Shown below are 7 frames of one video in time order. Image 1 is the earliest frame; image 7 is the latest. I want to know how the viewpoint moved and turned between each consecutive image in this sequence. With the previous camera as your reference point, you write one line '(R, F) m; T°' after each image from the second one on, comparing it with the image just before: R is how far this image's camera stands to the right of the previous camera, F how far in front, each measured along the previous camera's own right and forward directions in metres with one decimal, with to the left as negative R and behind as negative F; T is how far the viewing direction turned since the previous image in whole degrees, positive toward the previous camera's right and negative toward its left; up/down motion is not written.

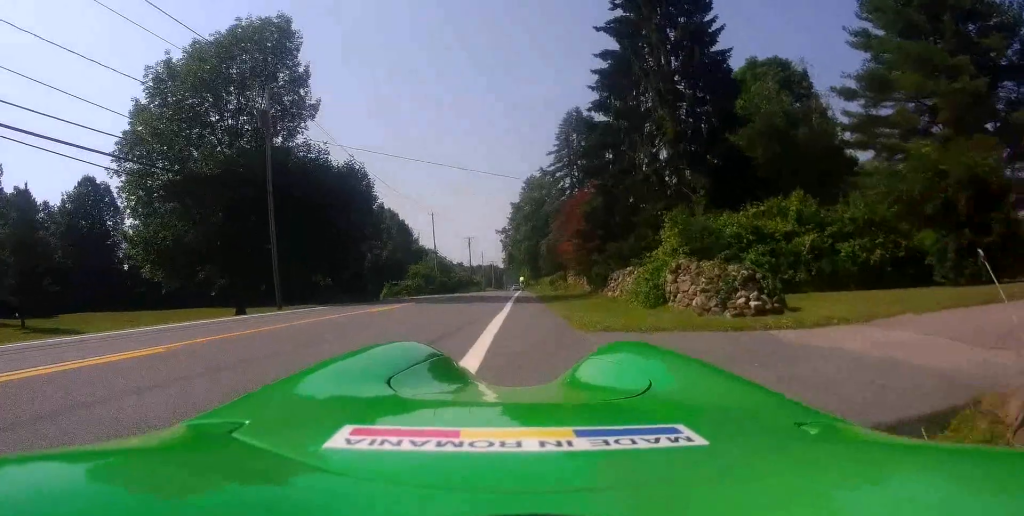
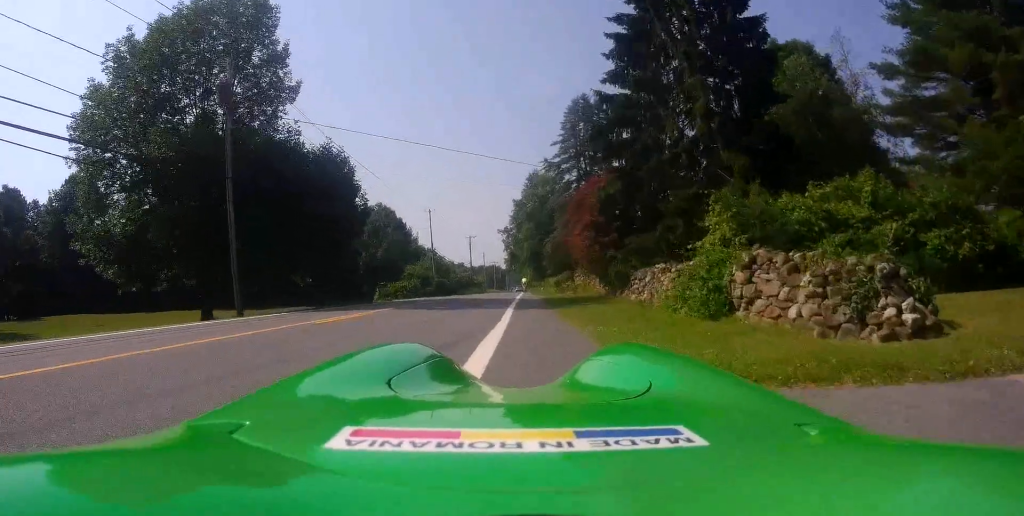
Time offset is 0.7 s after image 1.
(0.0, +4.3) m; +1°
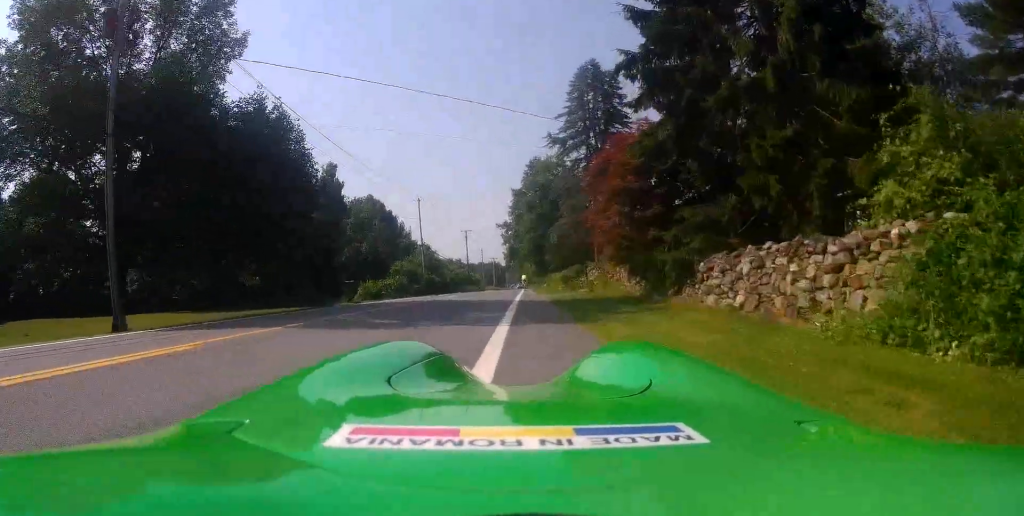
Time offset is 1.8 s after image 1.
(+0.1, +7.7) m; -3°
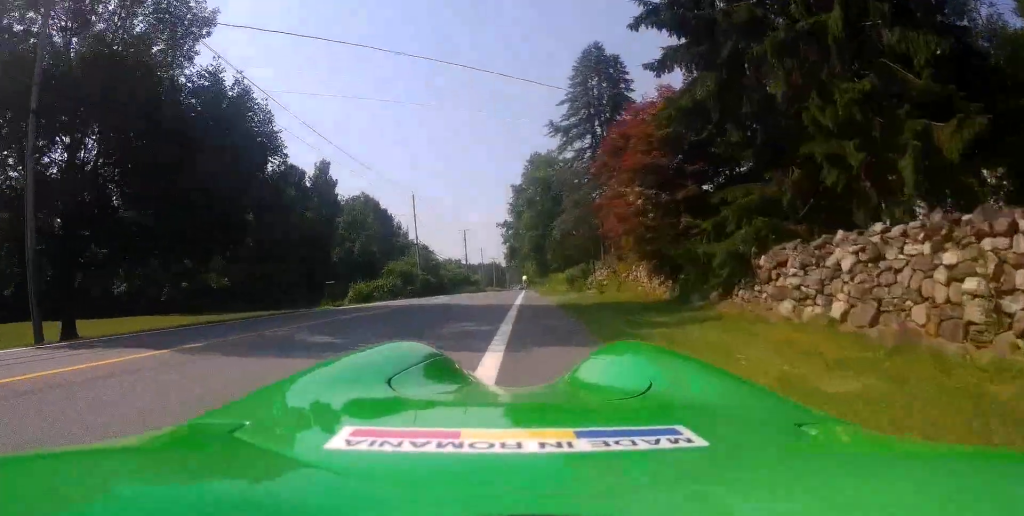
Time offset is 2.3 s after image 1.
(0.0, +3.4) m; -3°
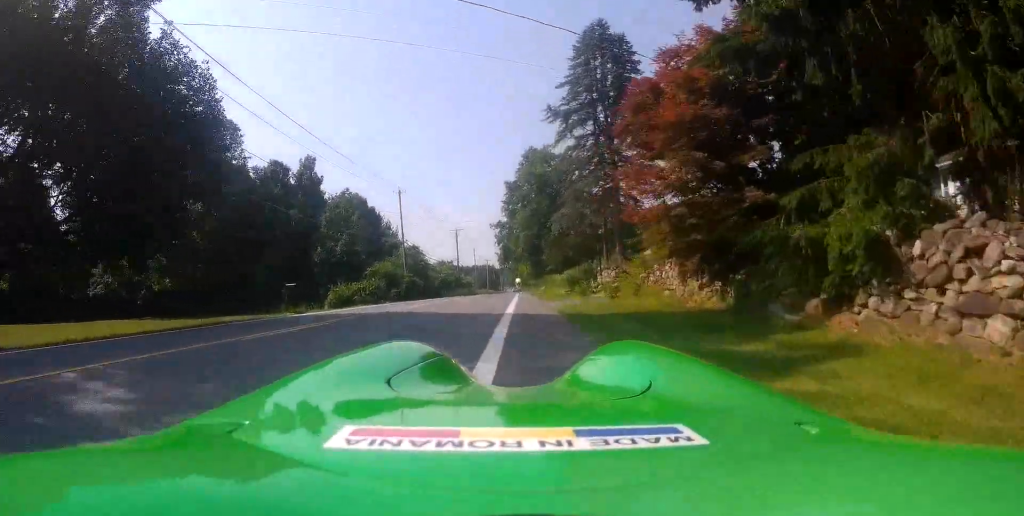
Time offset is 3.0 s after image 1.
(-0.3, +4.2) m; +1°
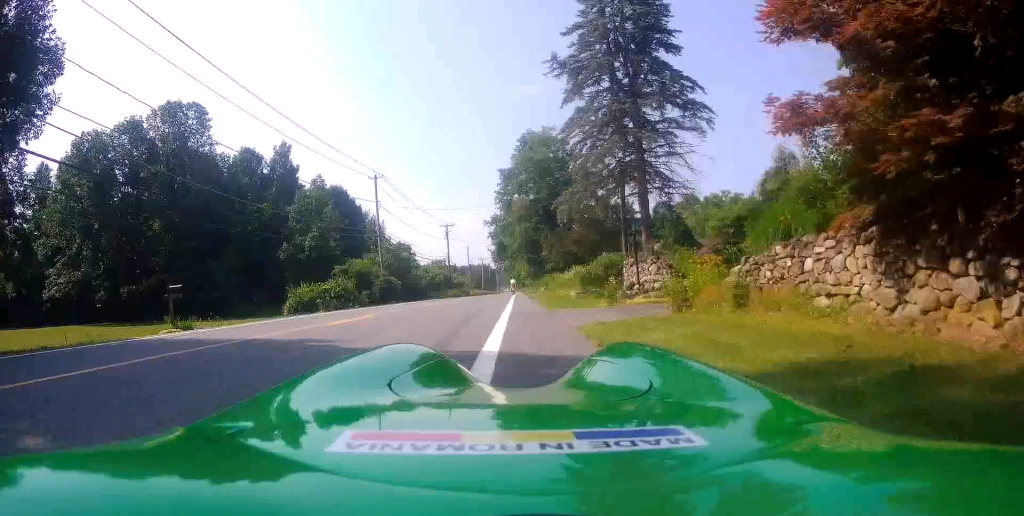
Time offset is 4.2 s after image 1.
(+0.5, +8.5) m; +4°
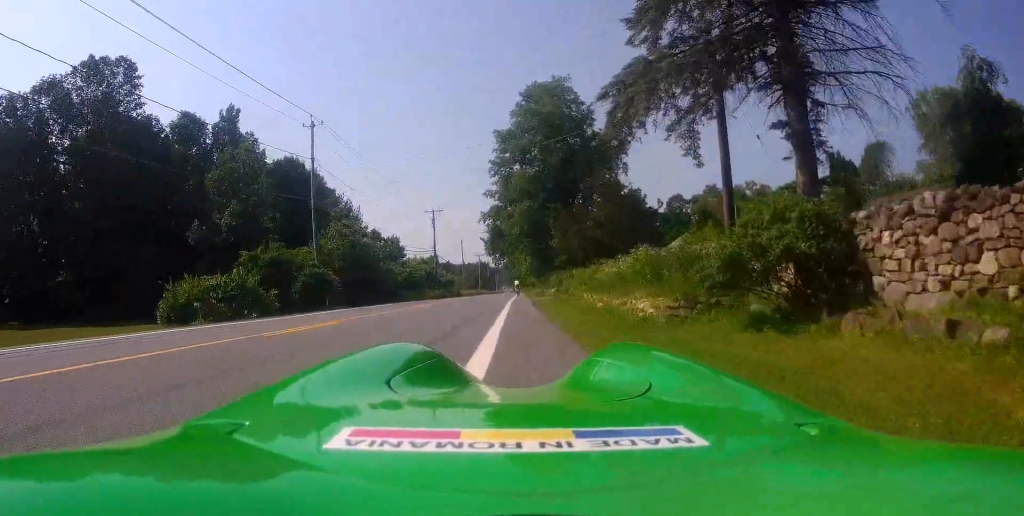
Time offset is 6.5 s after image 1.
(+0.3, +16.0) m; +4°
